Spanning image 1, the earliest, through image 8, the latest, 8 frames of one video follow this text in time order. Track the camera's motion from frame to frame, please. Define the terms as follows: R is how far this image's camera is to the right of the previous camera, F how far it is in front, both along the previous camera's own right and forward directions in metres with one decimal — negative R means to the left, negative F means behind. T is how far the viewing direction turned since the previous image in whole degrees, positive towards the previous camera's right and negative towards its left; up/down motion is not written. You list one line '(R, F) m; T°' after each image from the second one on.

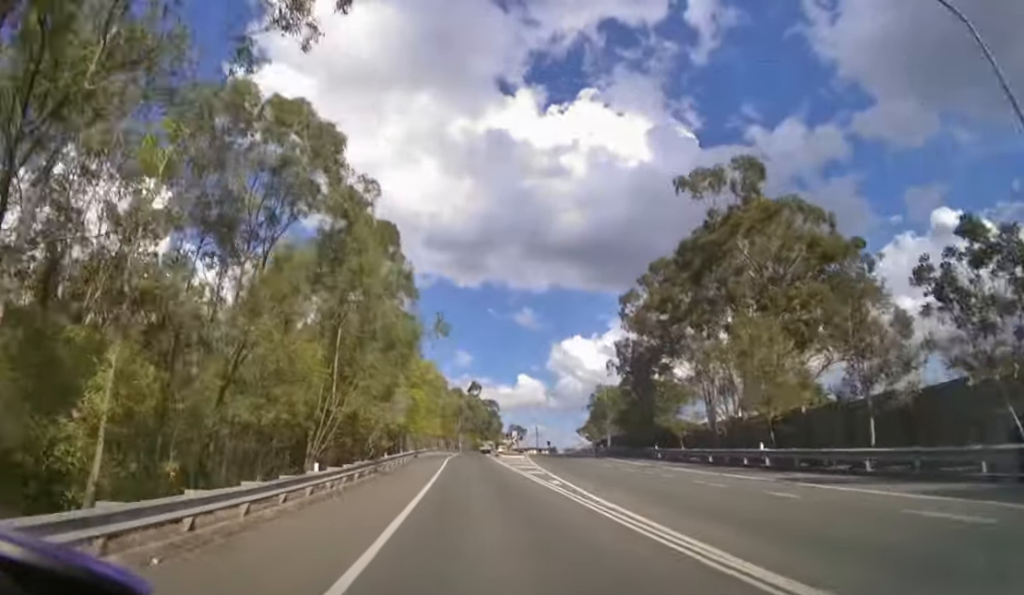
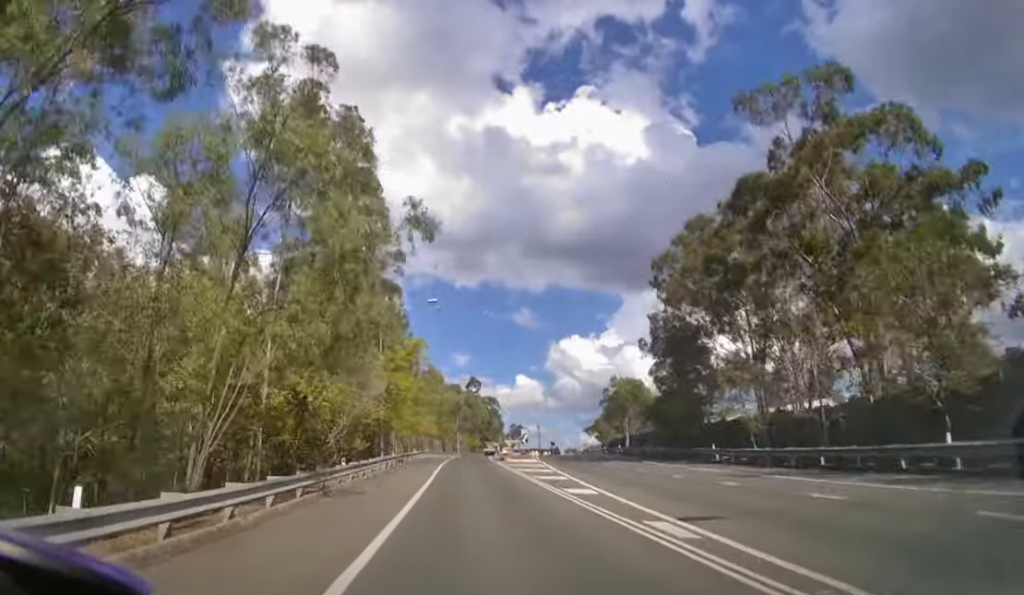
(0.0, +9.9) m; 0°
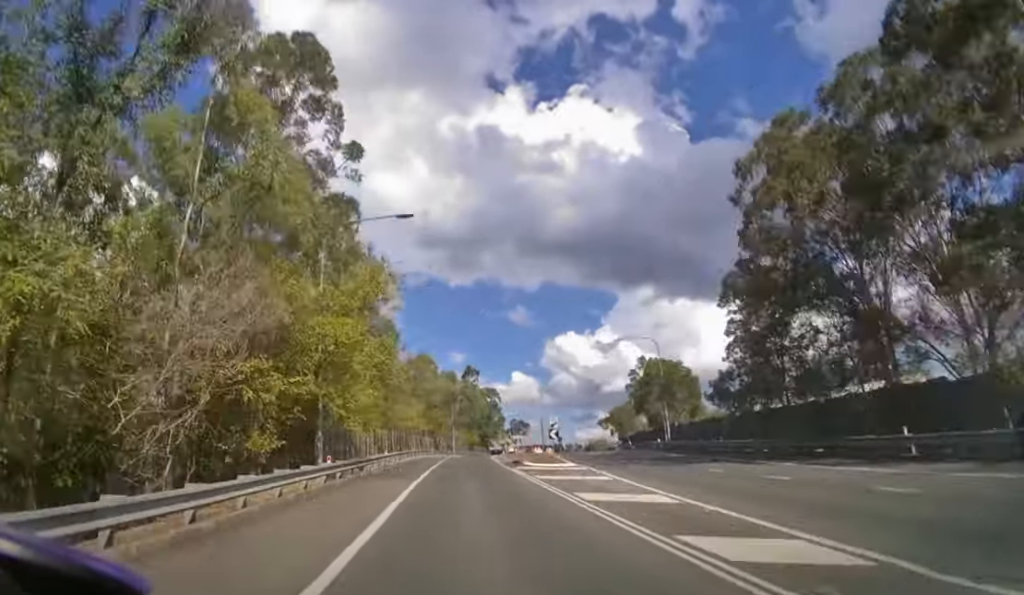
(0.0, +13.5) m; 0°
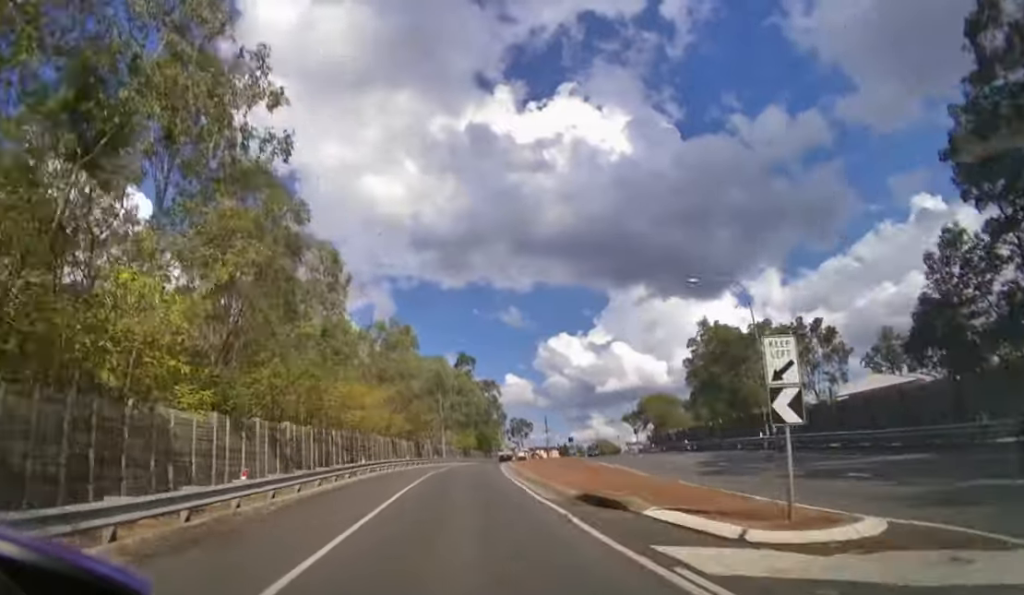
(+0.1, +18.5) m; +1°
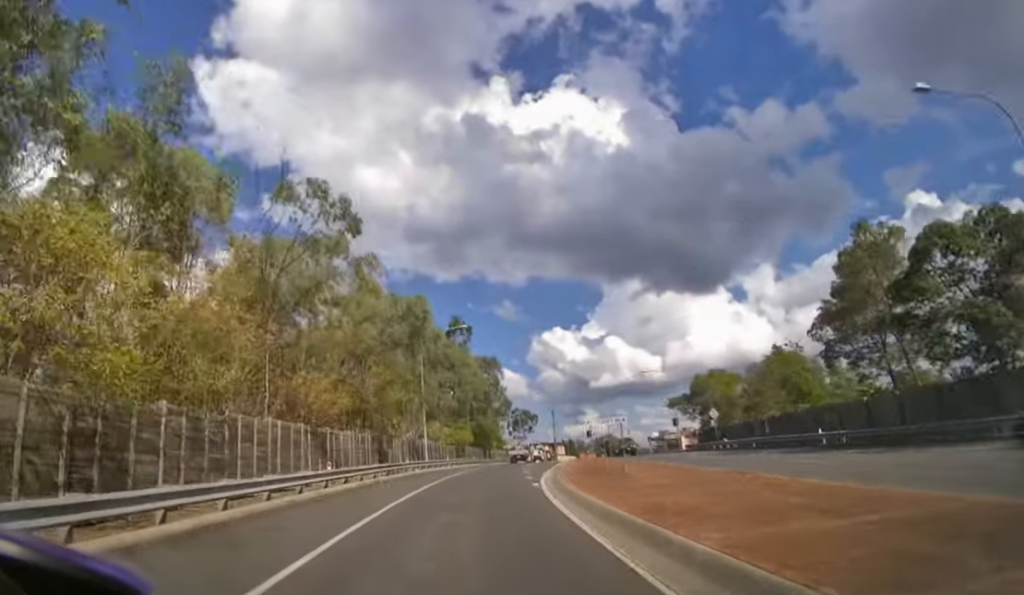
(+0.1, +18.4) m; +1°
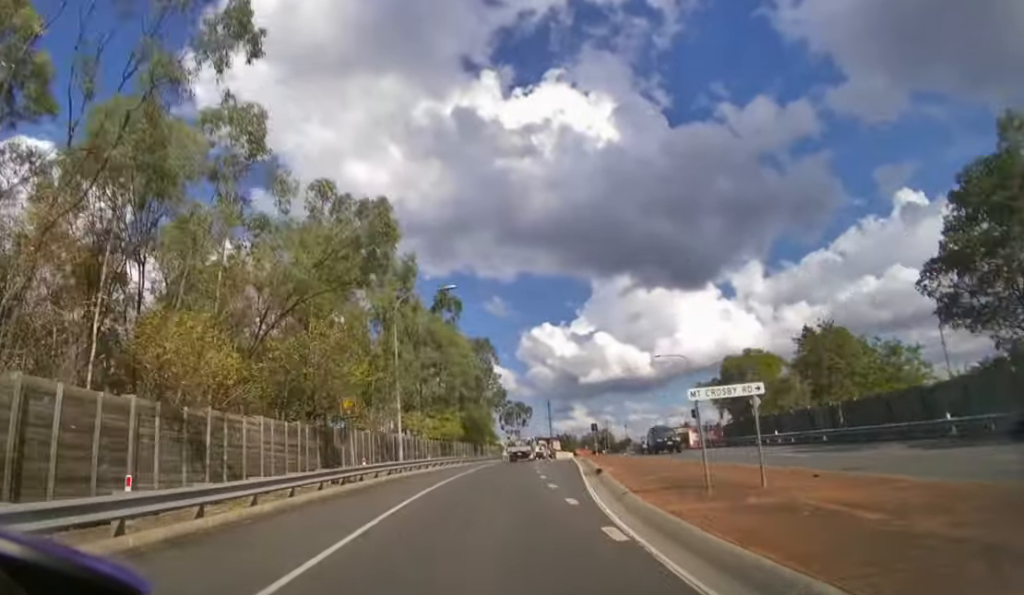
(+0.1, +8.9) m; +1°
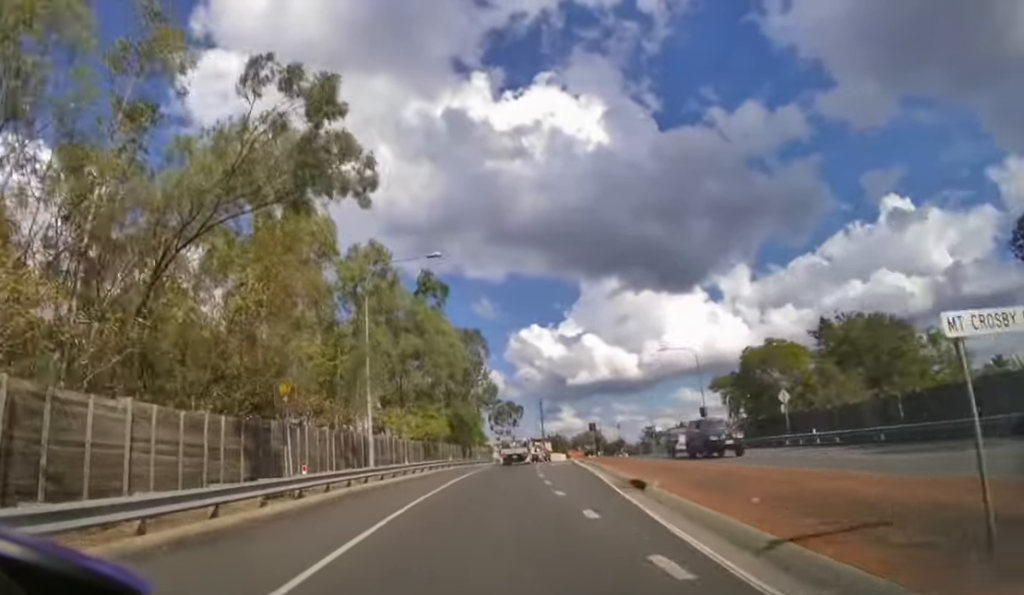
(0.0, +5.2) m; +1°
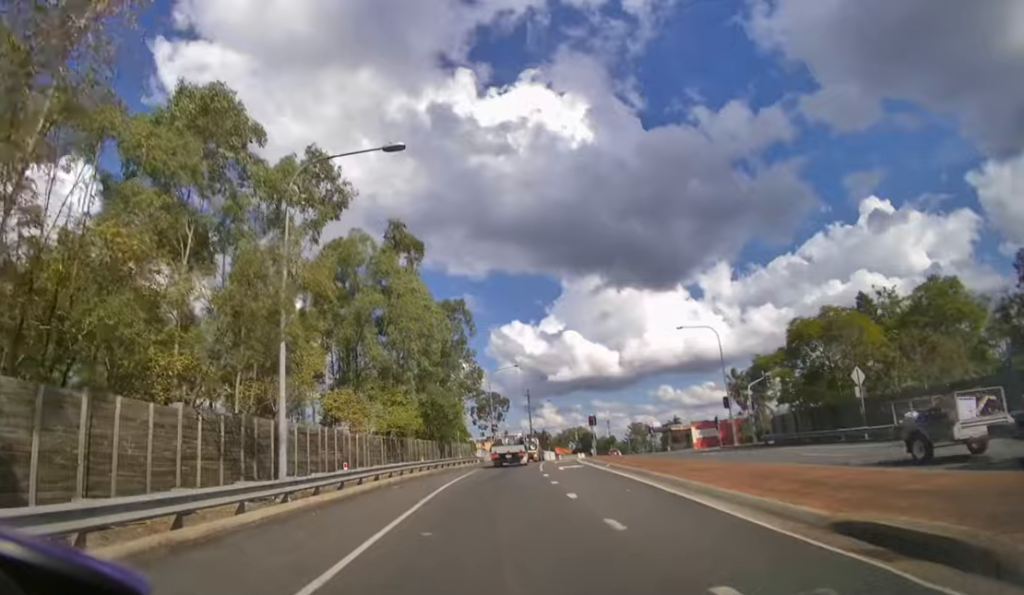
(+0.1, +8.2) m; +2°
